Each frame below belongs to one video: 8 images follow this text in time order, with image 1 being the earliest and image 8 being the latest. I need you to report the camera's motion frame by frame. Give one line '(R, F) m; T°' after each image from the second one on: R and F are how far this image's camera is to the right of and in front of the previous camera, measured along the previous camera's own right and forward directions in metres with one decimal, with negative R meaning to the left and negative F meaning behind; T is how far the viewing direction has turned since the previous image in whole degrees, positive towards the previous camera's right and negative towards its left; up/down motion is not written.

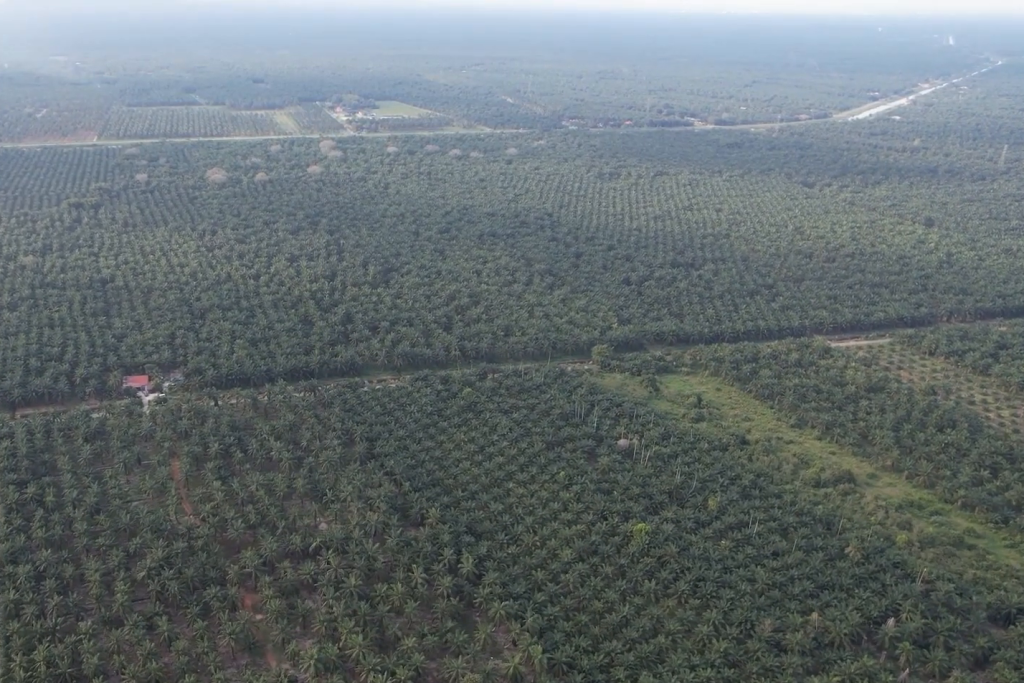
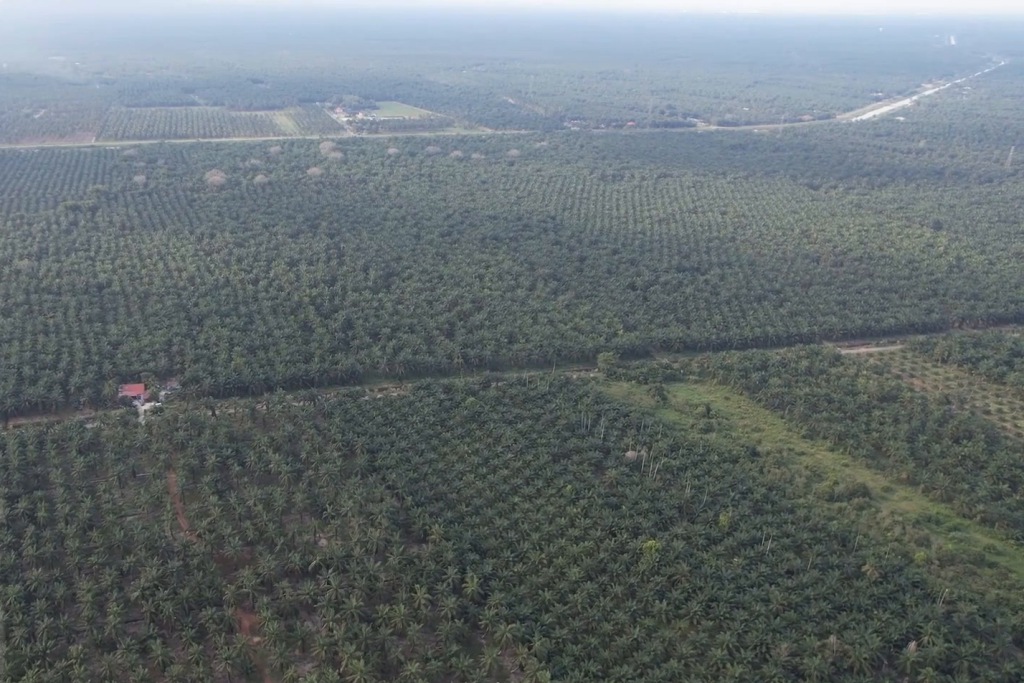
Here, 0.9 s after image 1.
(0.0, +12.5) m; 0°
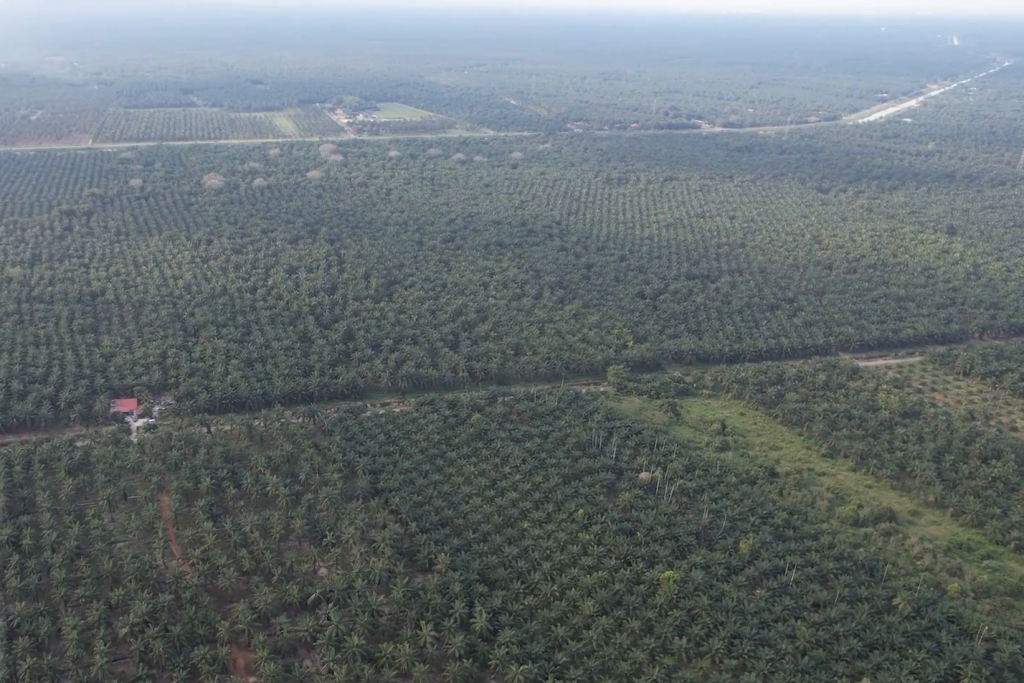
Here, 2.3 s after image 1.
(0.0, +20.3) m; 0°
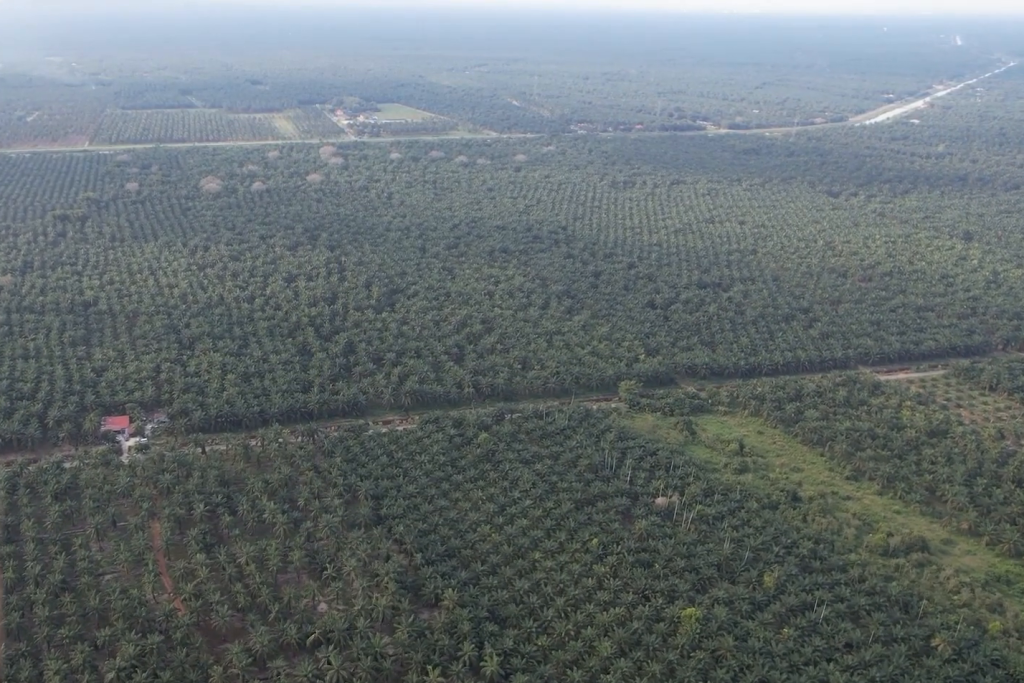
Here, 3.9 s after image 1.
(0.0, +22.7) m; 0°
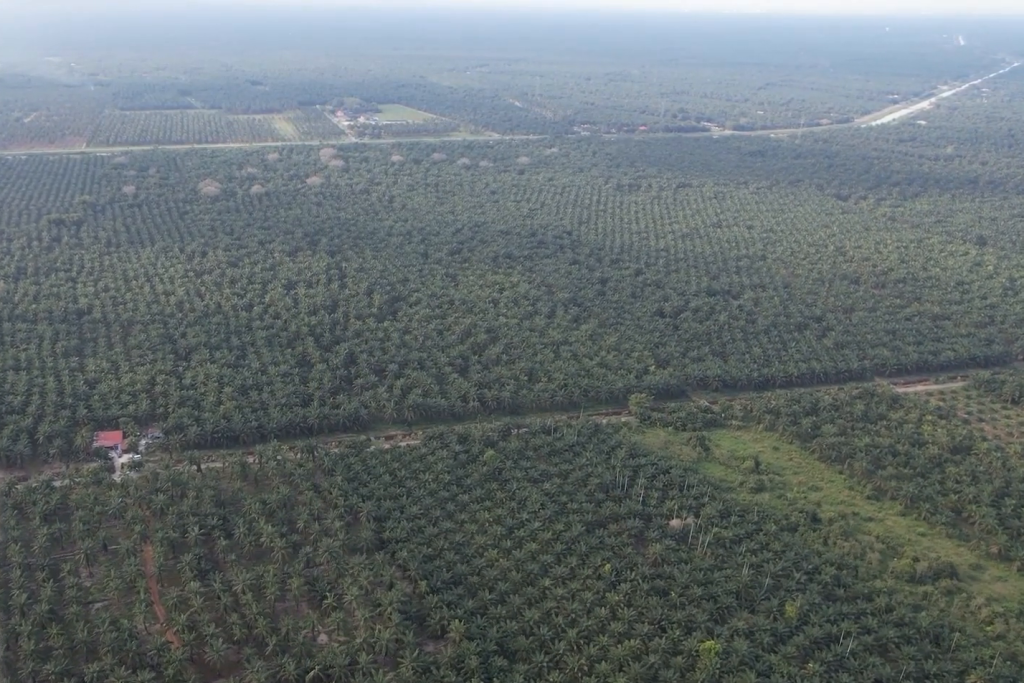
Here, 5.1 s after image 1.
(0.0, +17.3) m; 0°
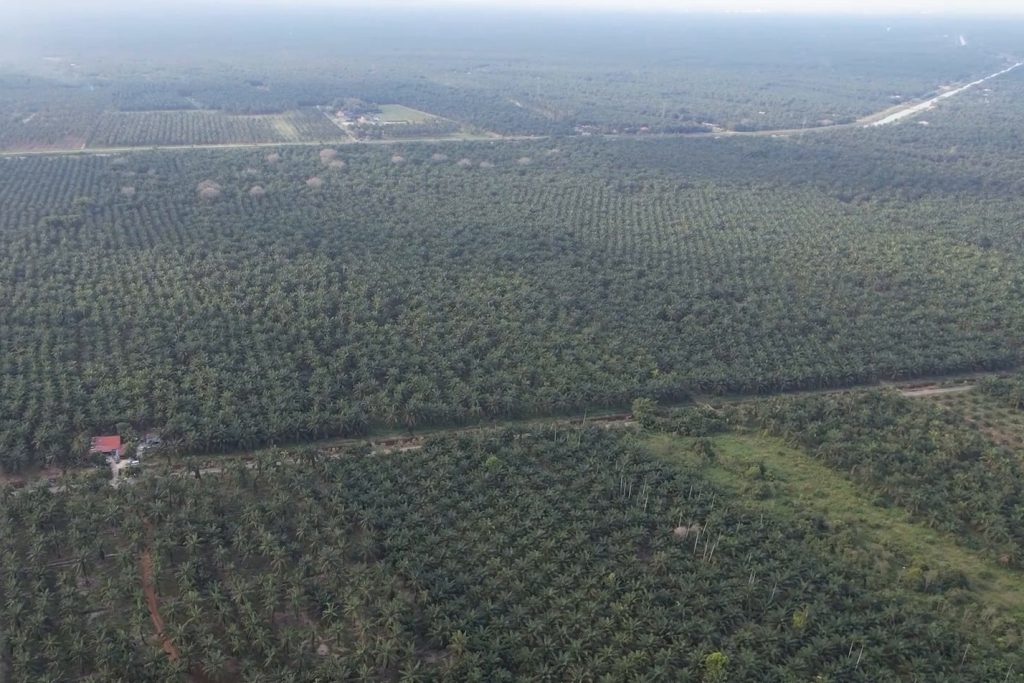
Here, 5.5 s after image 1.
(0.0, +6.0) m; 0°
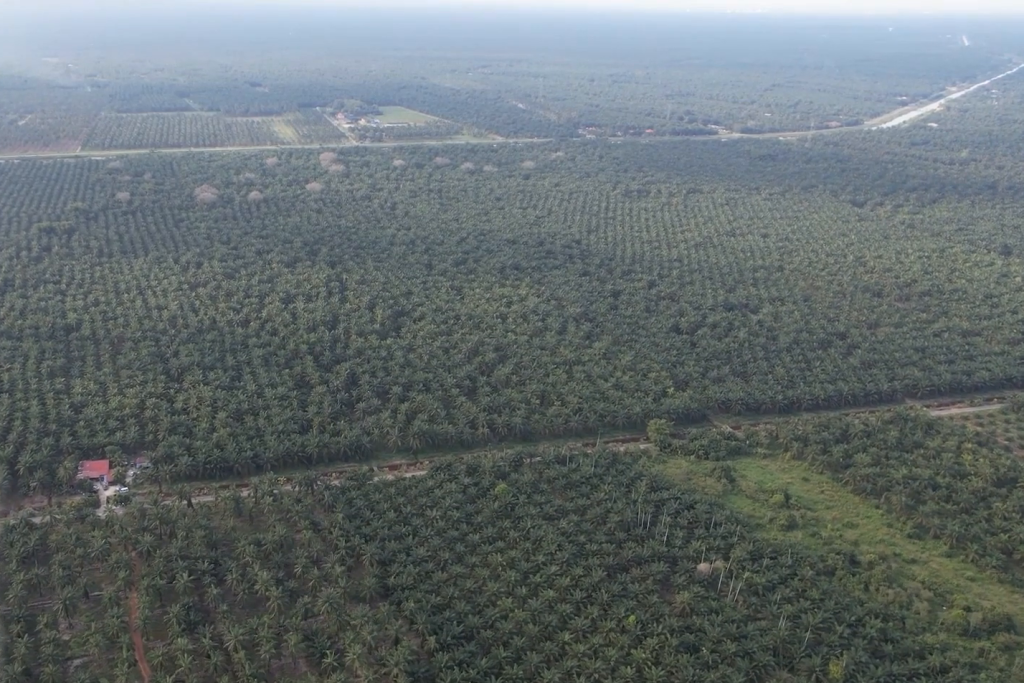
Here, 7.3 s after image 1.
(0.0, +25.1) m; 0°
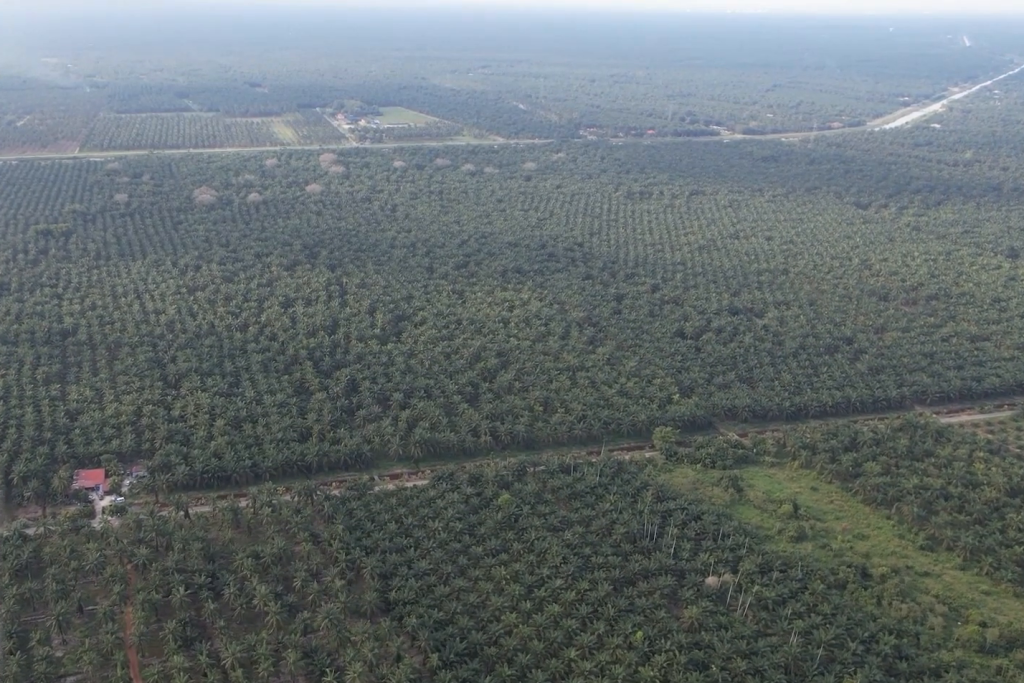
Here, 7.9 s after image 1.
(0.0, +9.0) m; 0°
